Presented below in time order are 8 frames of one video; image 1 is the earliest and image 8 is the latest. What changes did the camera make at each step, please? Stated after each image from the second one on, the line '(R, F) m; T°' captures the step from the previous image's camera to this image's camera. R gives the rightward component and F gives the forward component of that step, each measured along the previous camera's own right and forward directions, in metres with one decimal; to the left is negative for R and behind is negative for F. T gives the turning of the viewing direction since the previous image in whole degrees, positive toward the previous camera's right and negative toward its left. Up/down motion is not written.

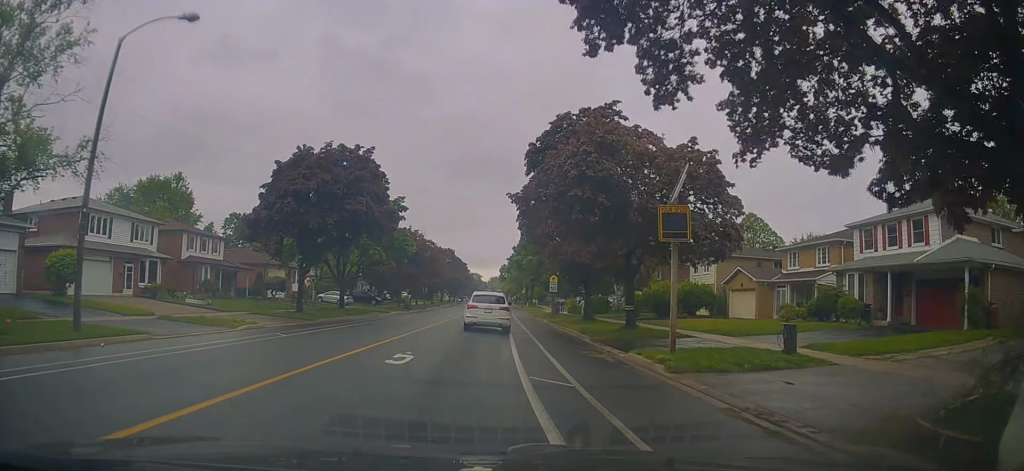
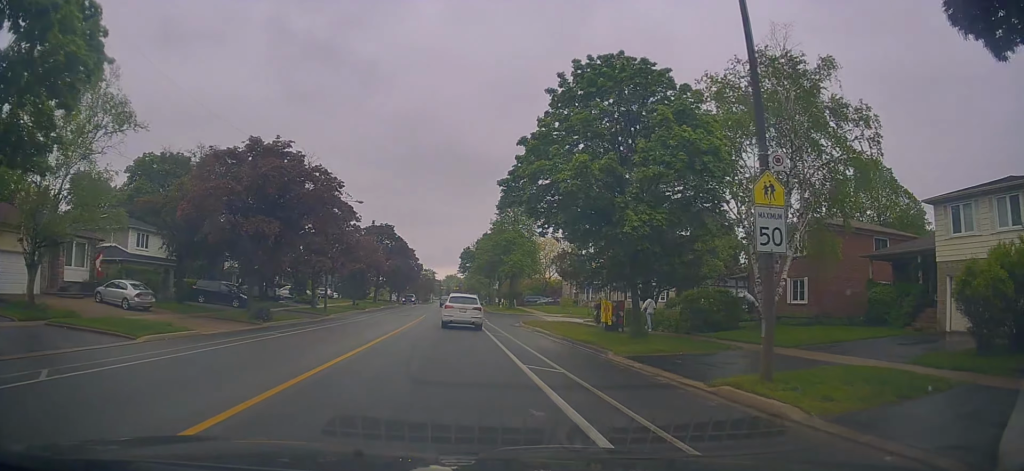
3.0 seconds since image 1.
(+2.6, +35.0) m; +8°
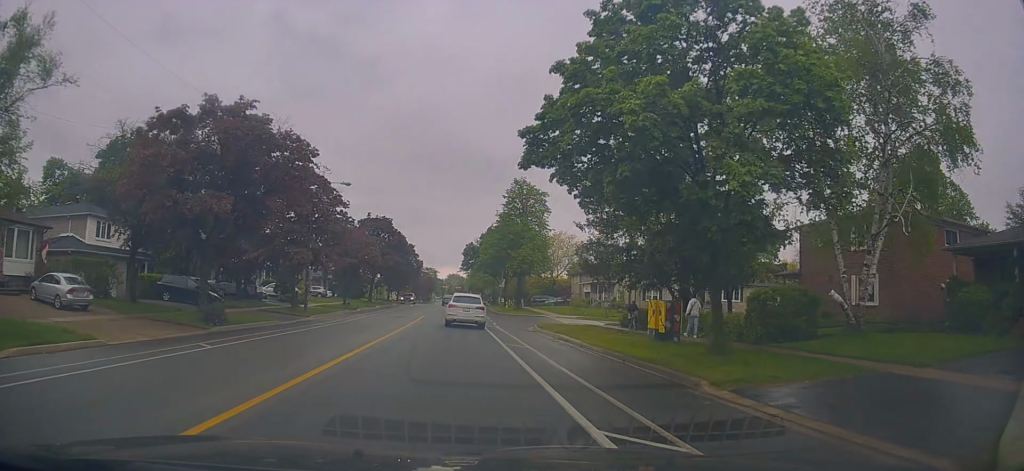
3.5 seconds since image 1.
(+0.1, +5.9) m; 0°
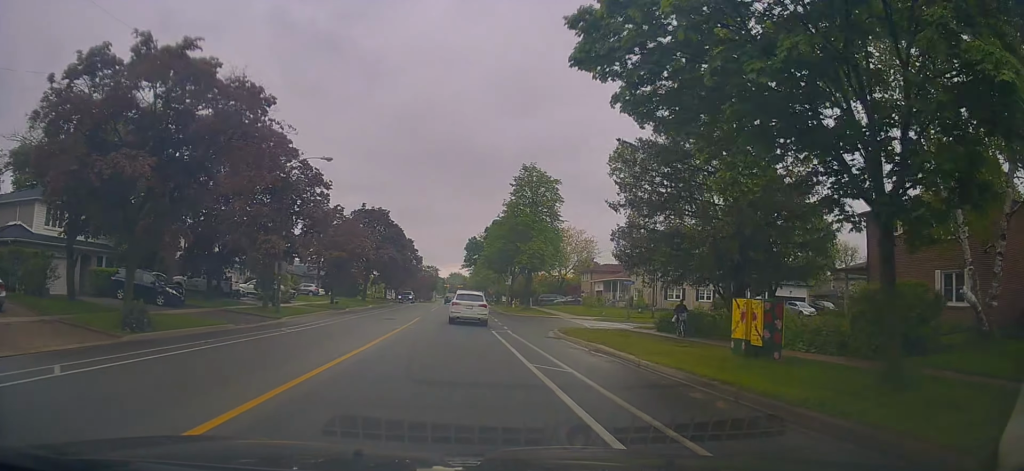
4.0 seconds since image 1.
(-0.1, +7.0) m; 0°
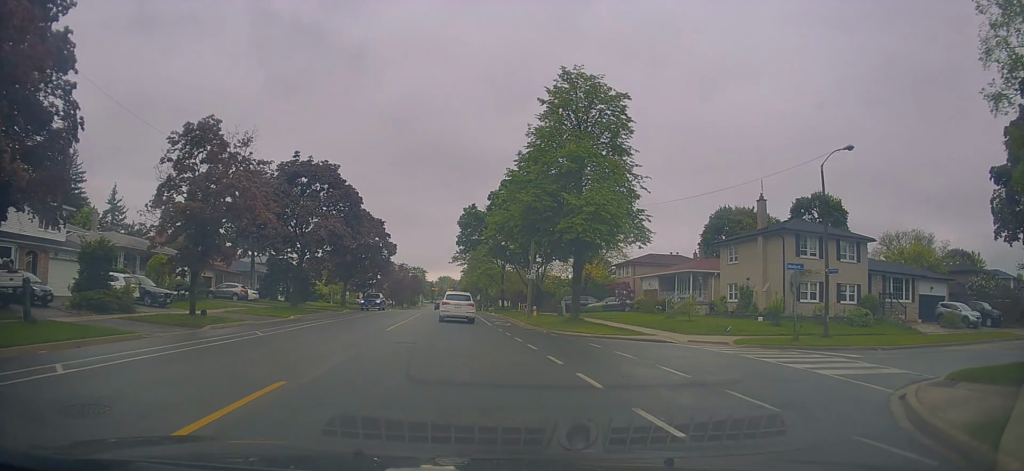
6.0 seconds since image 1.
(+0.4, +25.8) m; +1°
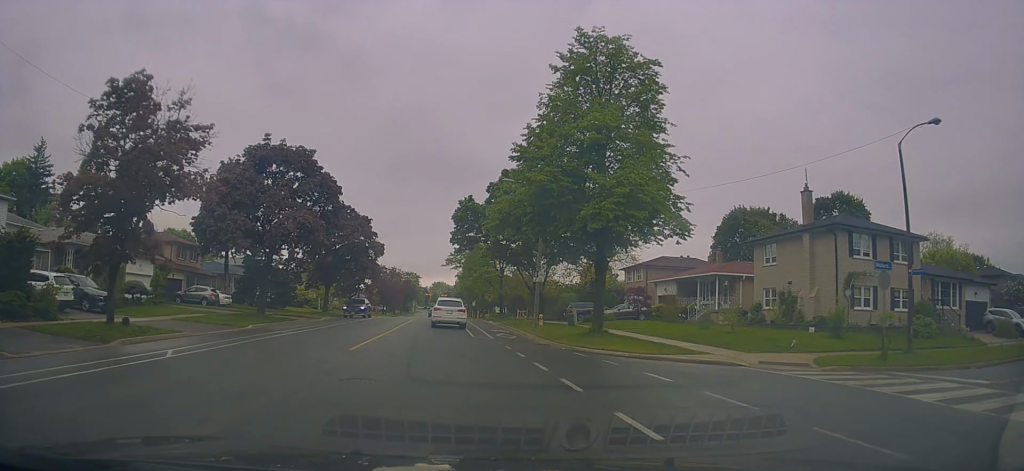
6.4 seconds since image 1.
(+0.1, +5.5) m; -1°
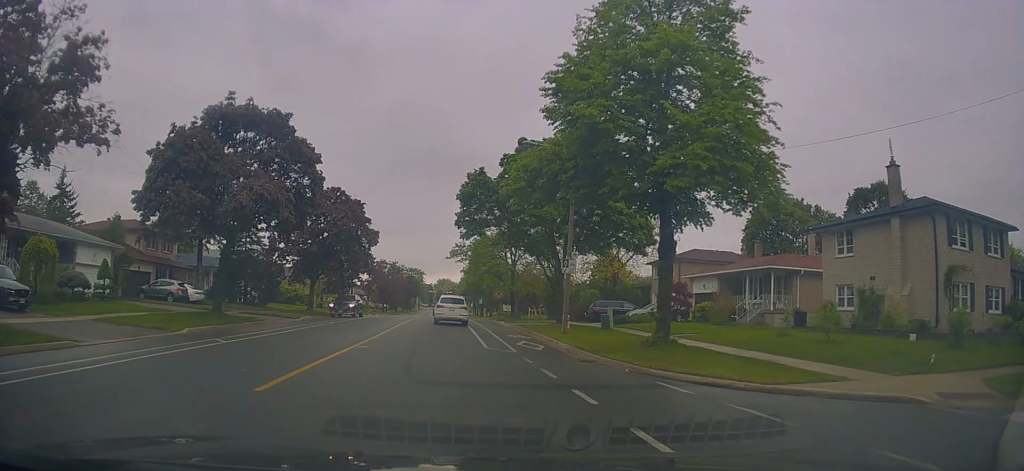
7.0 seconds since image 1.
(-0.2, +6.1) m; -1°
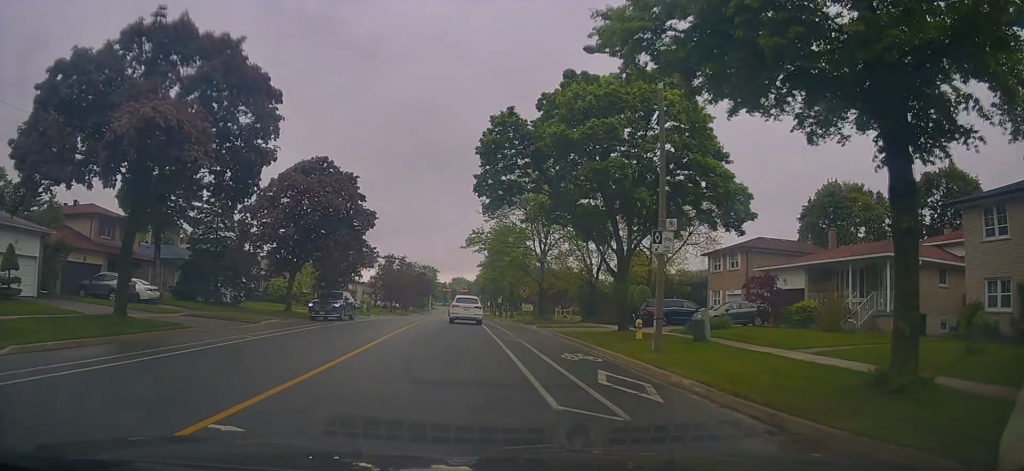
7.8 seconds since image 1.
(-0.1, +8.2) m; 0°
